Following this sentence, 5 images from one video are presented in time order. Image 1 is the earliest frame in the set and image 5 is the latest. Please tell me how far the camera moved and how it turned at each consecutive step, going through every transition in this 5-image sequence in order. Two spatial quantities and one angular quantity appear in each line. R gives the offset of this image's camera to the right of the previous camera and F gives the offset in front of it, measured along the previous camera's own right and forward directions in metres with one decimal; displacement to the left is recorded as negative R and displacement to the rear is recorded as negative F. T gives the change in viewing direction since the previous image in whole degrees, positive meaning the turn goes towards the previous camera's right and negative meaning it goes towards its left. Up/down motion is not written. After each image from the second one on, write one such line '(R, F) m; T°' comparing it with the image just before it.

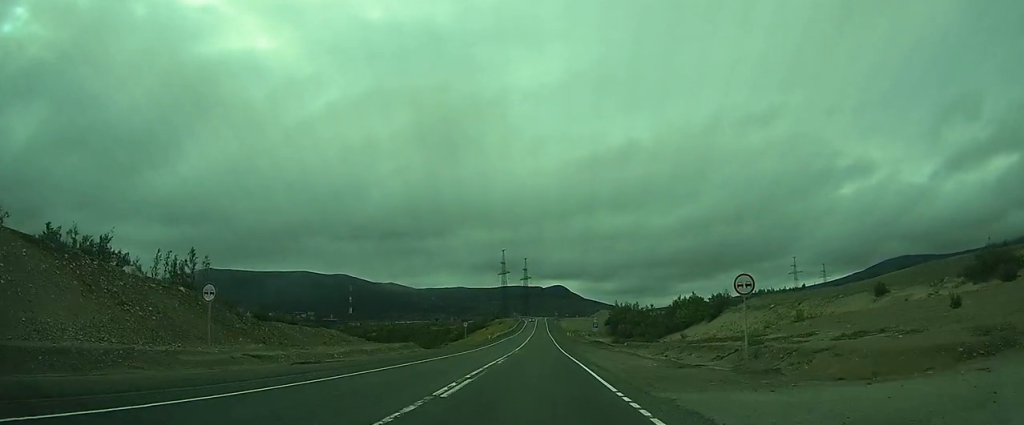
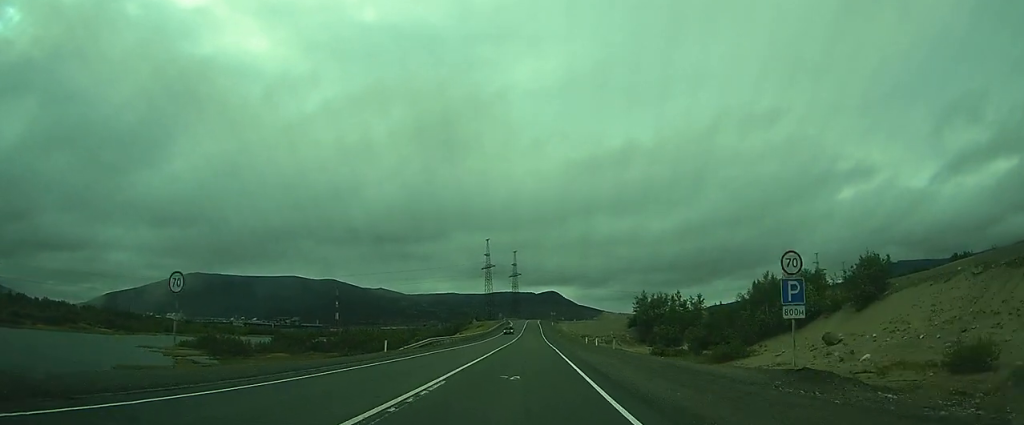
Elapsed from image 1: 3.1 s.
(0.0, +69.2) m; 0°
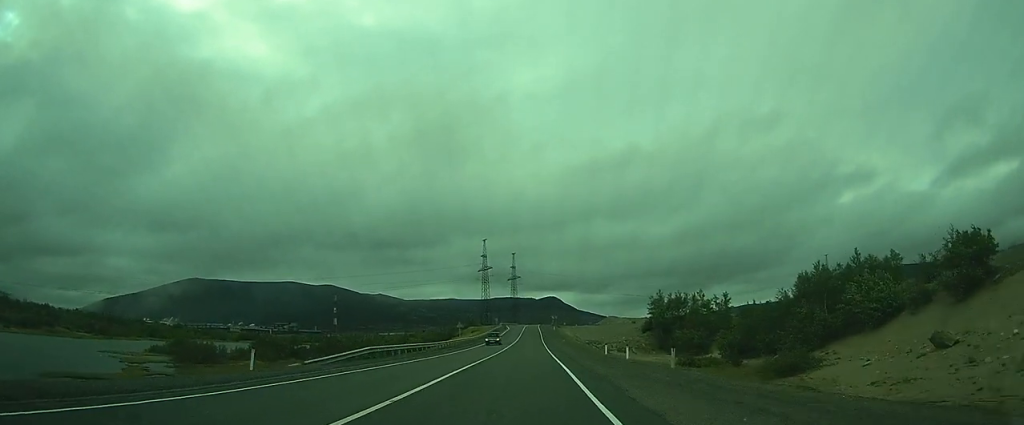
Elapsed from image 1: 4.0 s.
(0.0, +18.7) m; 0°
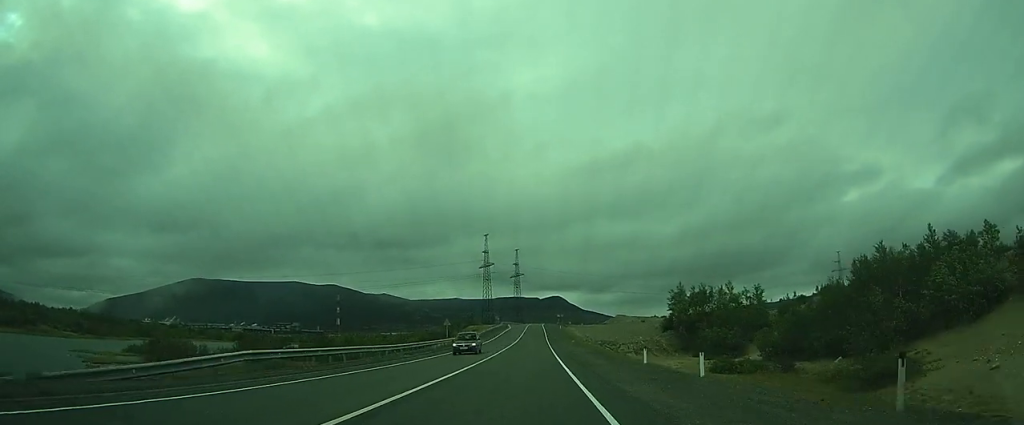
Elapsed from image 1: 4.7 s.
(0.0, +14.9) m; 0°
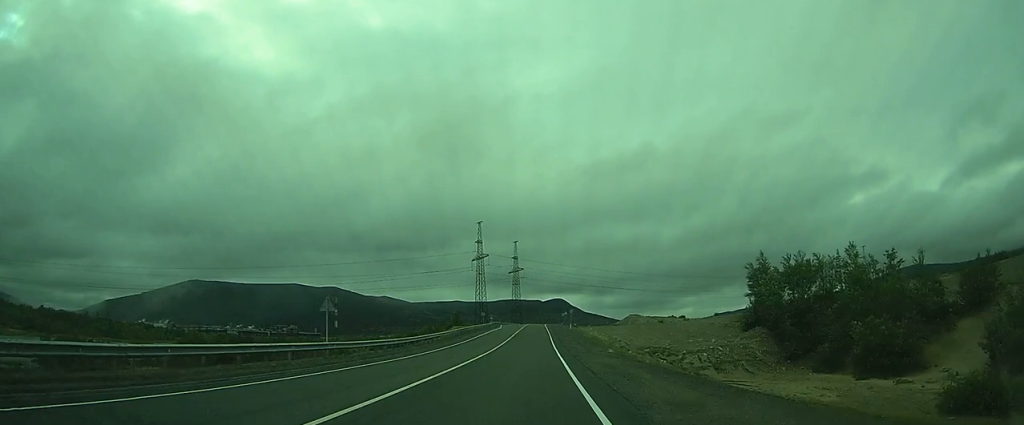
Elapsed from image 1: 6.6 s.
(-0.2, +40.8) m; 0°
